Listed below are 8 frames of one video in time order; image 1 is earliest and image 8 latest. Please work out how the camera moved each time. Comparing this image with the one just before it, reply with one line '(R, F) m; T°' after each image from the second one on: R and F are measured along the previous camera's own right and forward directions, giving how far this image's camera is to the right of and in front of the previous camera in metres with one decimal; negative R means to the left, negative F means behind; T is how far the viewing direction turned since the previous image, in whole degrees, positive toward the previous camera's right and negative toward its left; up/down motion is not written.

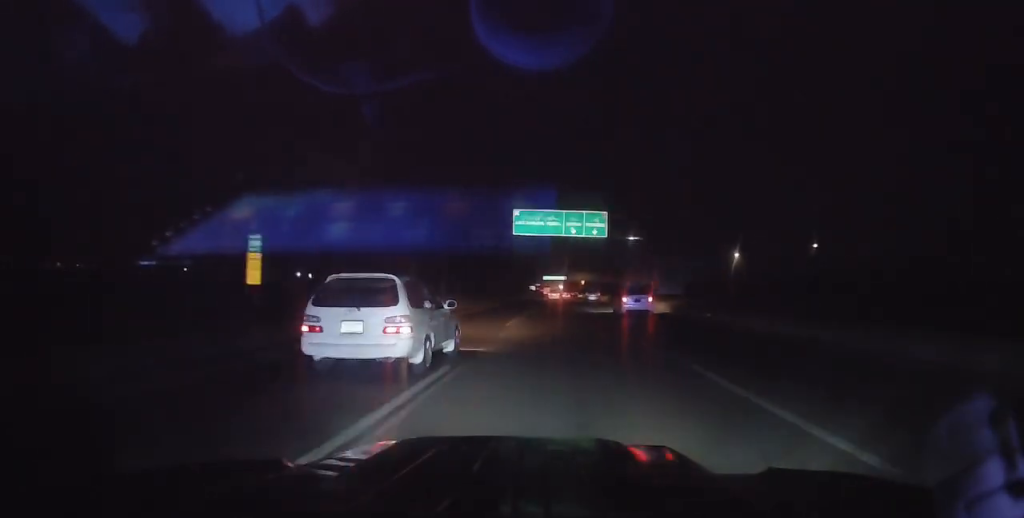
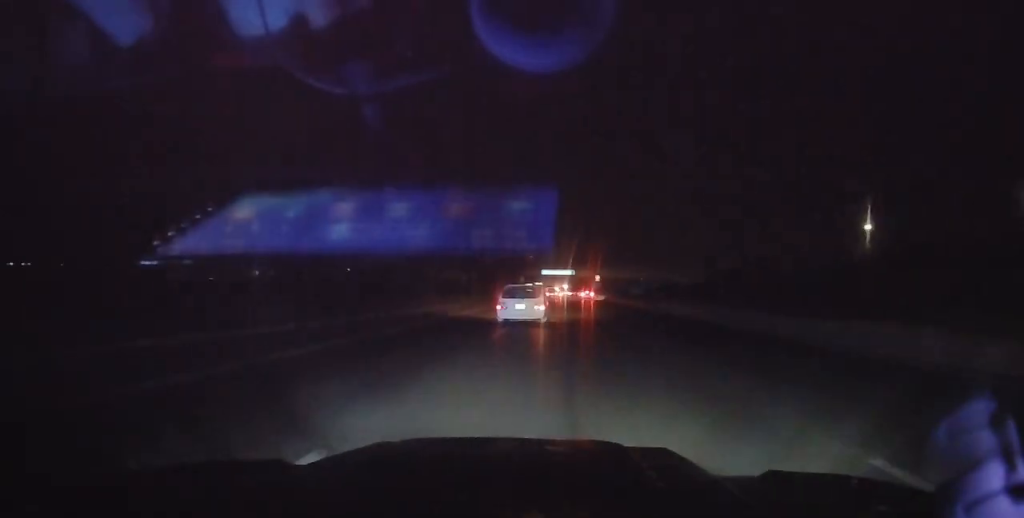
(0.0, +78.1) m; 0°
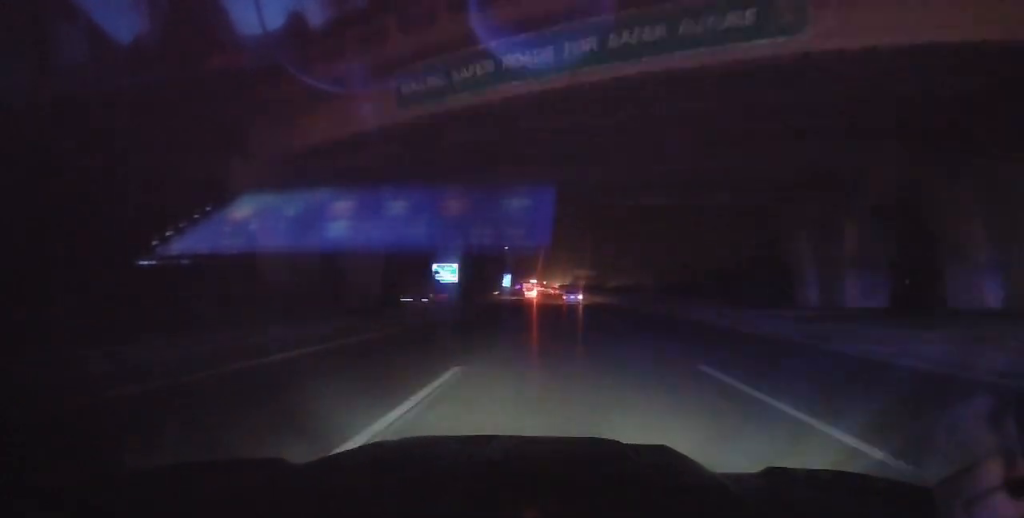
(-1.0, +186.2) m; -1°
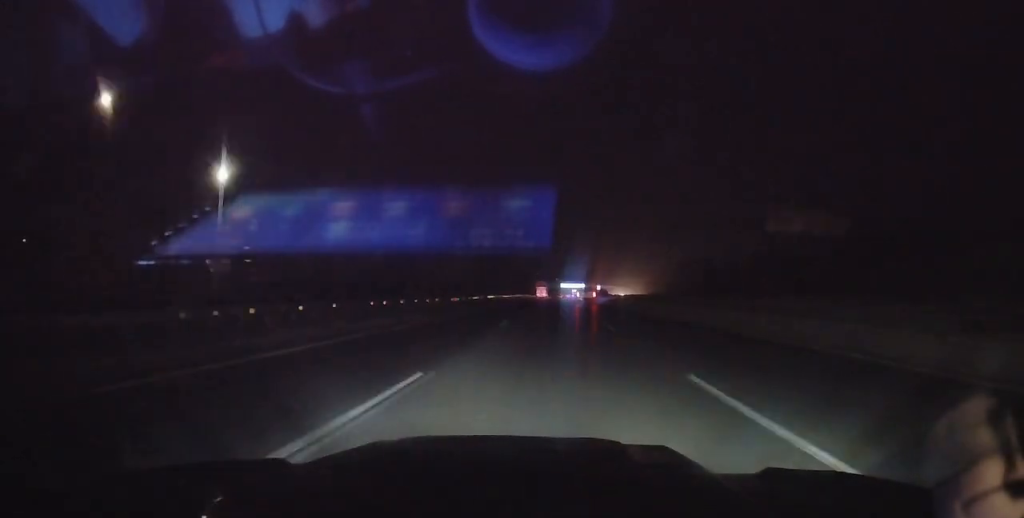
(-5.4, +221.1) m; -2°
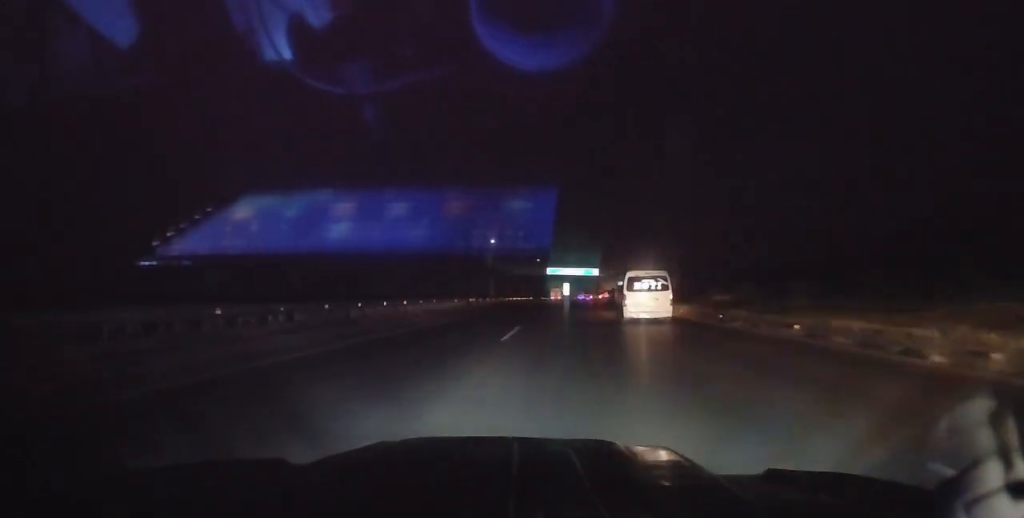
(+2.5, +175.9) m; +2°
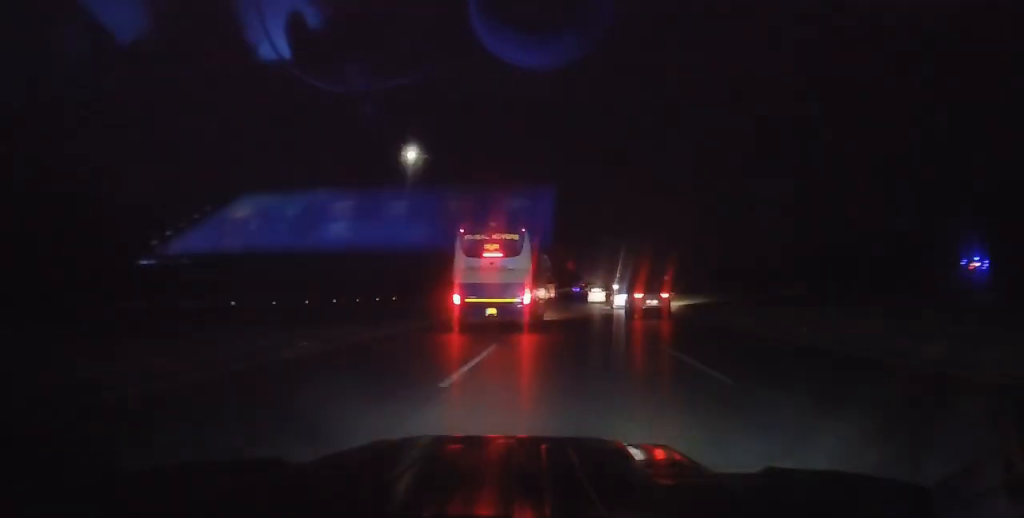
(+2.9, +143.1) m; +2°
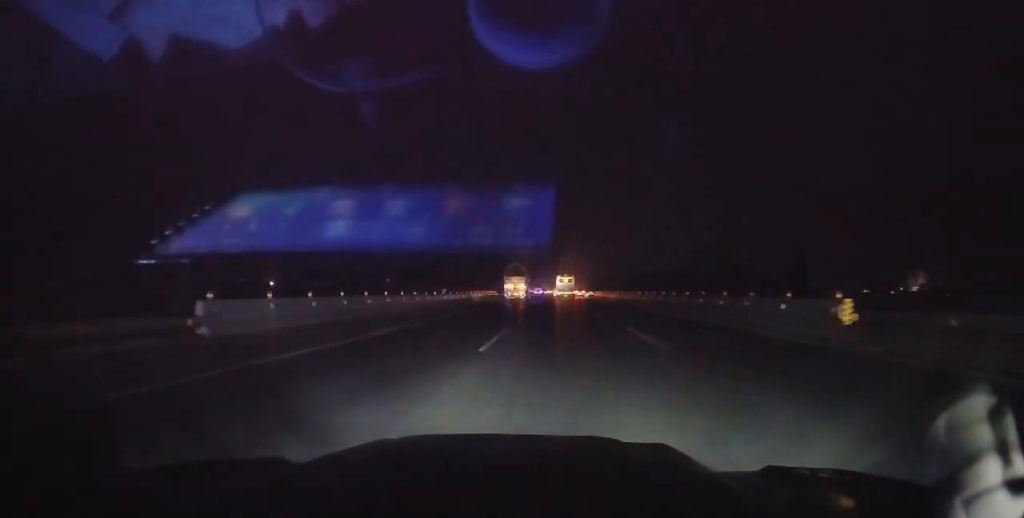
(+4.8, +200.8) m; +1°
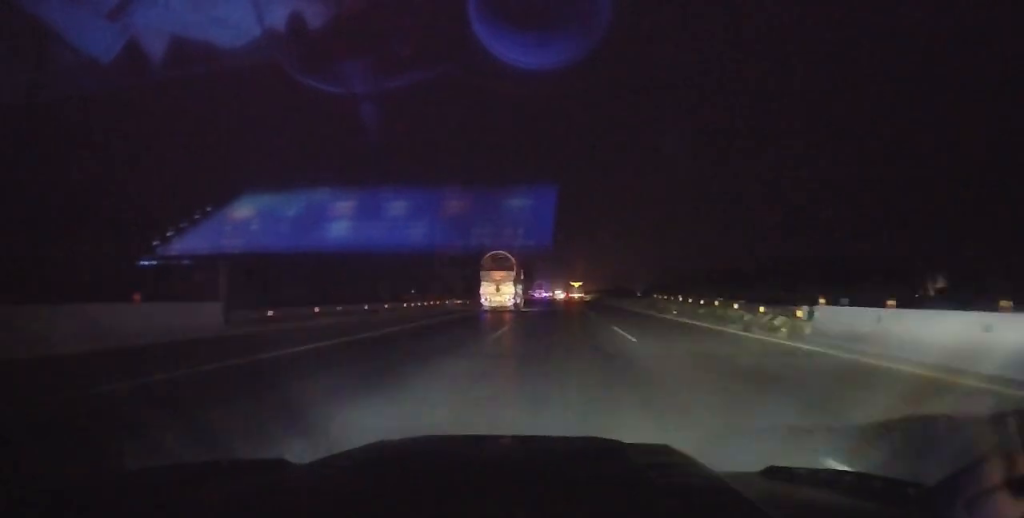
(+0.7, +86.0) m; 0°
